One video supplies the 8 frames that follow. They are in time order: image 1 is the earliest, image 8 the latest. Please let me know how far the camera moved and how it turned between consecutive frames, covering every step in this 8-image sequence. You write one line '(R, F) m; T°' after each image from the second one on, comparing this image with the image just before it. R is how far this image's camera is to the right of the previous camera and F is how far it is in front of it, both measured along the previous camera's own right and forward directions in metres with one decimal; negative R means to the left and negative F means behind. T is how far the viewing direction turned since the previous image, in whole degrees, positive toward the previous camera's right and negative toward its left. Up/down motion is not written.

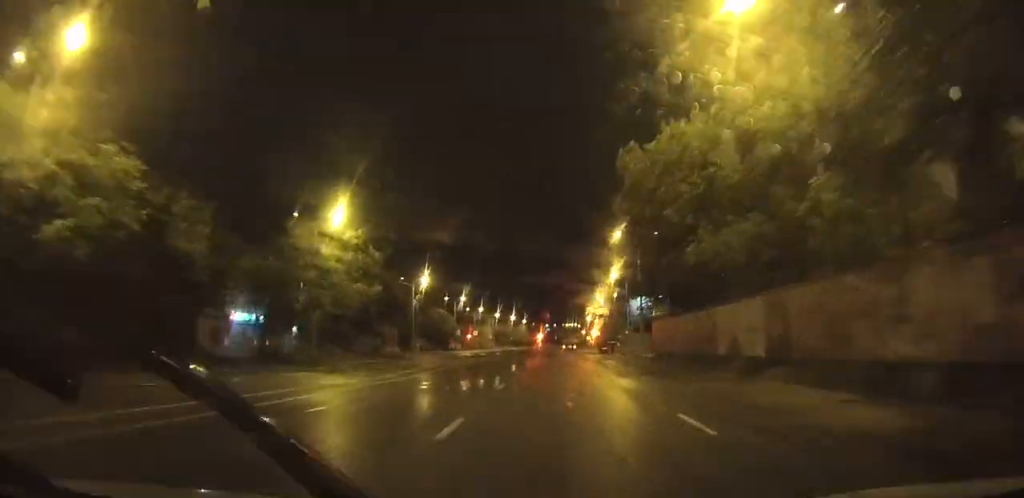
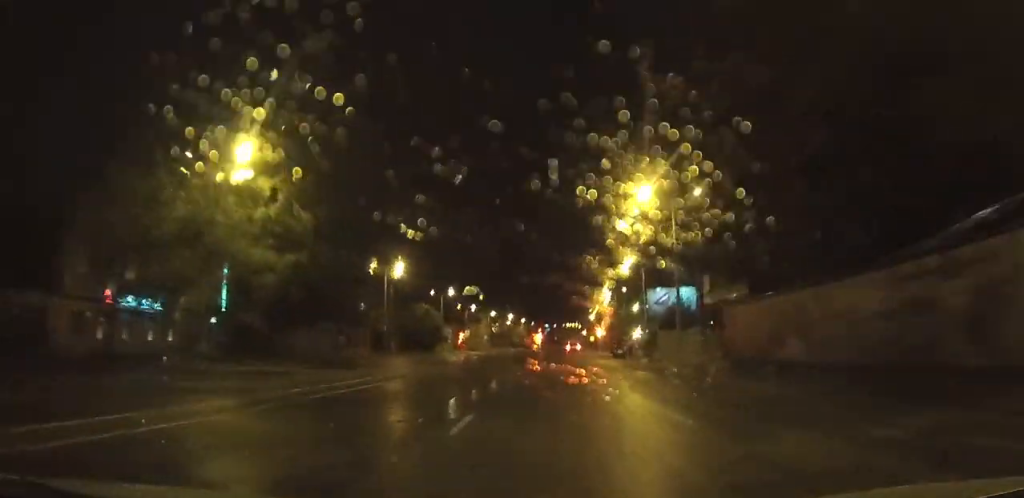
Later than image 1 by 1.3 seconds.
(-0.1, +16.0) m; 0°
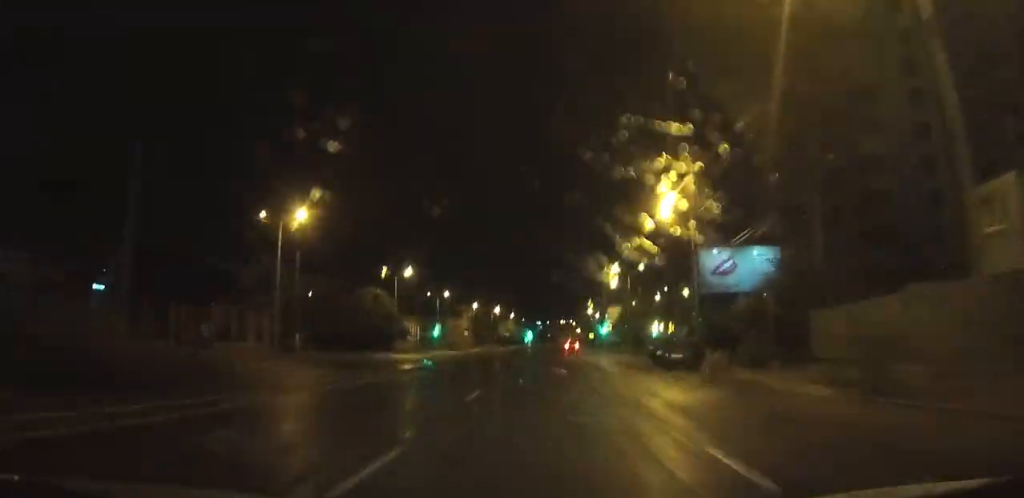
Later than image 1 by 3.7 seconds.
(+0.2, +29.8) m; +1°
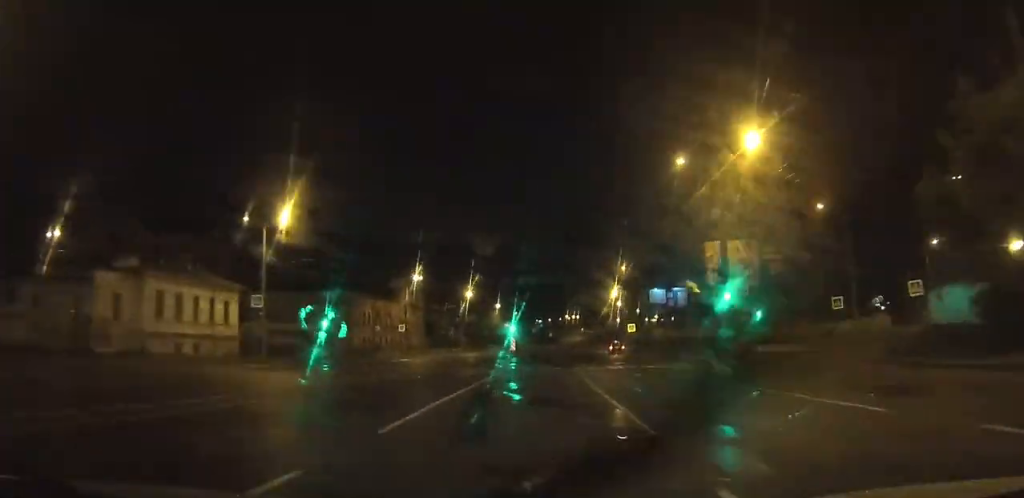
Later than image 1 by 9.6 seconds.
(+0.7, +68.3) m; +1°
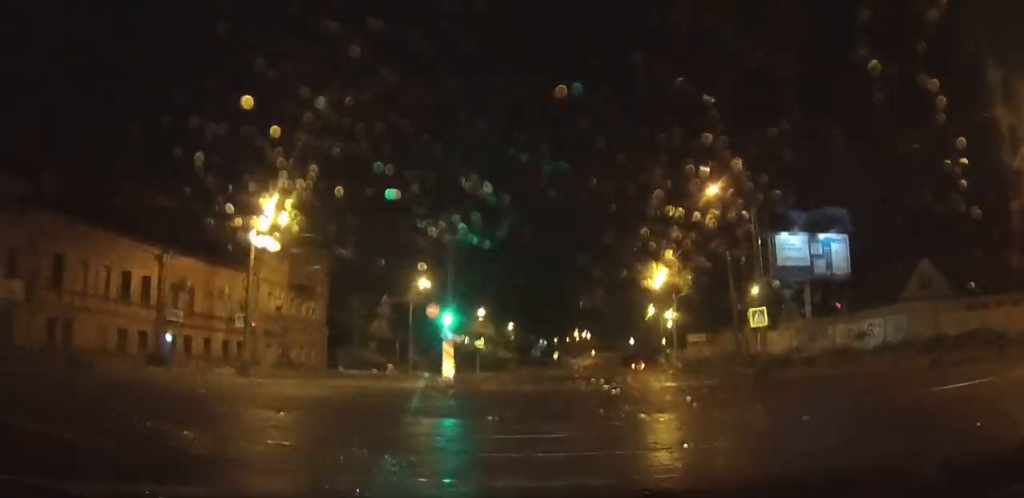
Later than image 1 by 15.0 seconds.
(-0.2, +46.8) m; 0°
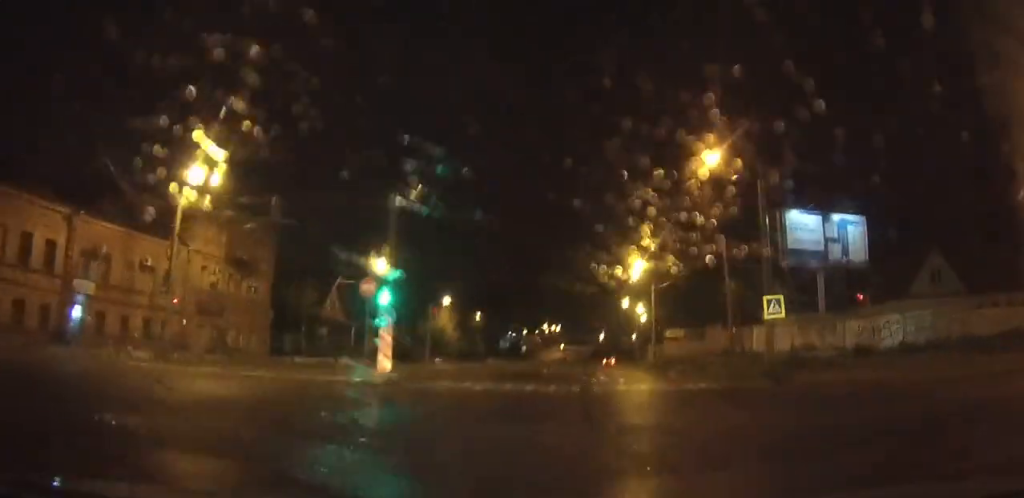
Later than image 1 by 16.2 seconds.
(-0.1, +8.9) m; +1°
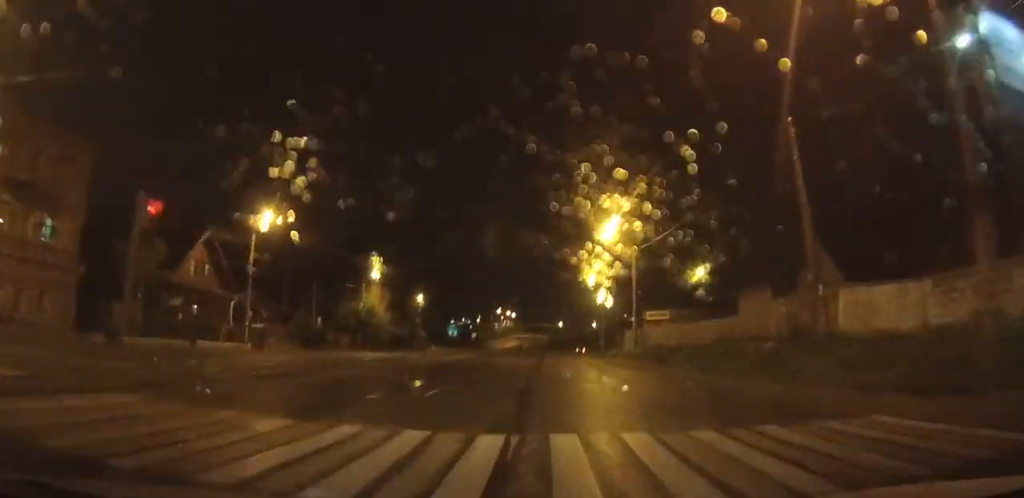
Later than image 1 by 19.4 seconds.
(+0.8, +24.5) m; +3°
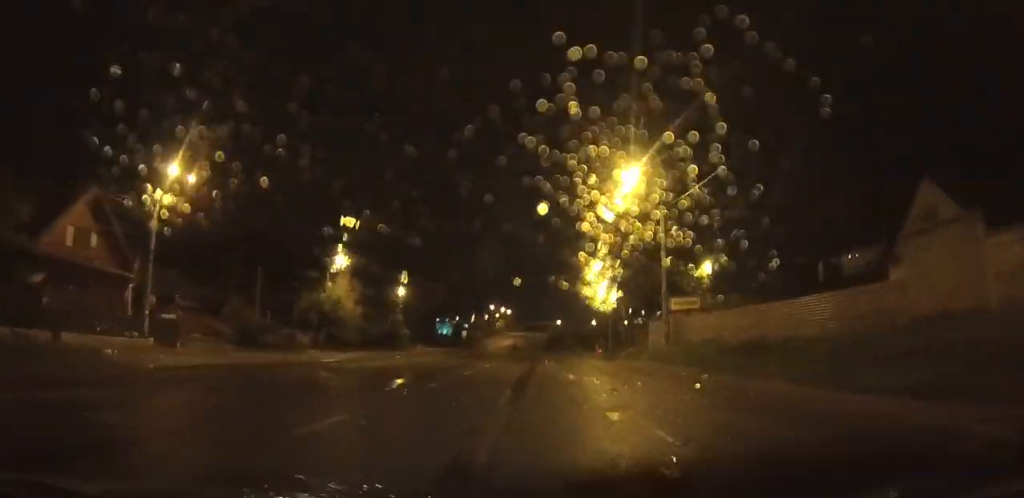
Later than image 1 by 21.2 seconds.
(+0.2, +15.4) m; +1°
